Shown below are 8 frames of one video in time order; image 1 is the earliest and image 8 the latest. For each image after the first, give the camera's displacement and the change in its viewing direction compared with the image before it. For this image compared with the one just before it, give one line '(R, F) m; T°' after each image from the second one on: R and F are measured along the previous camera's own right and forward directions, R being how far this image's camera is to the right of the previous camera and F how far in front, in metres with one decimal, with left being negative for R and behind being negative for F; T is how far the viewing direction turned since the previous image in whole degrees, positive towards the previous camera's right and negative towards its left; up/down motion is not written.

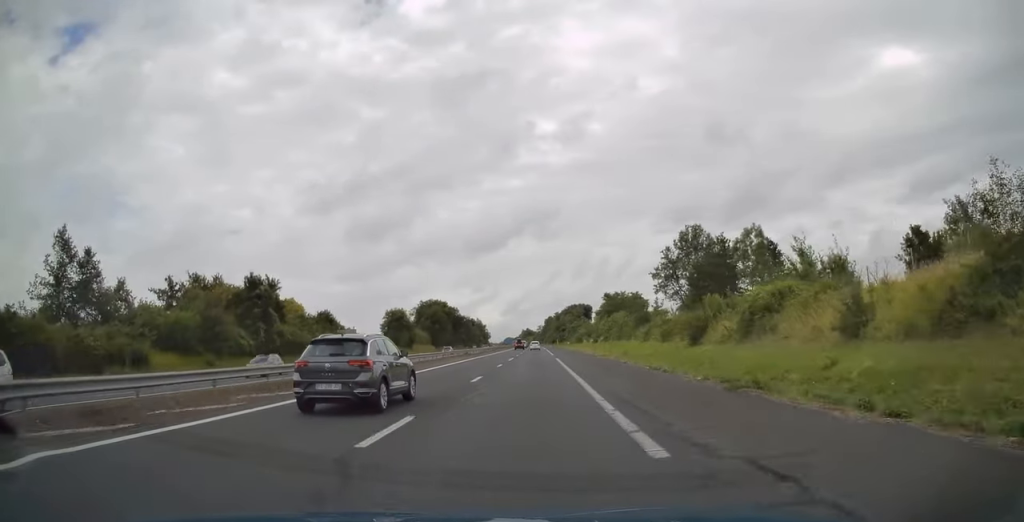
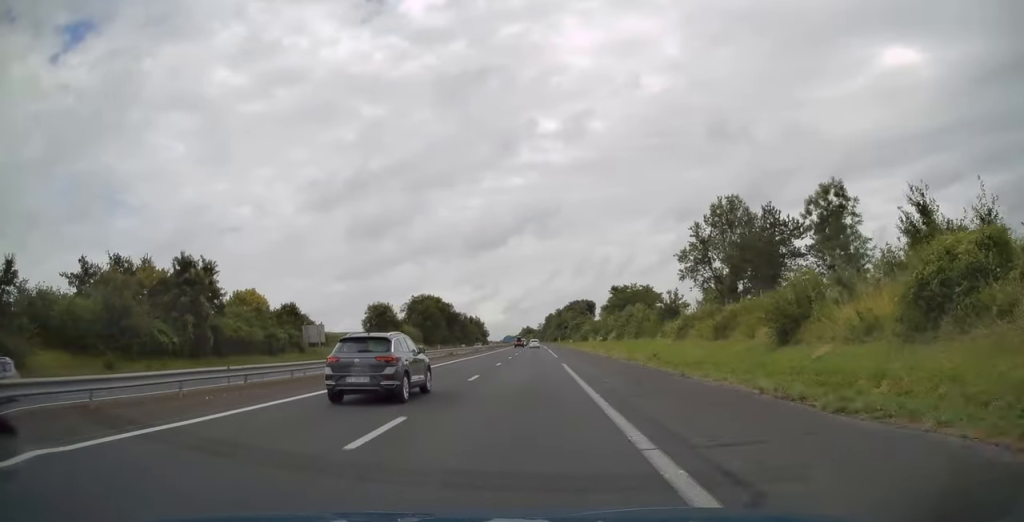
(0.0, +13.4) m; 0°
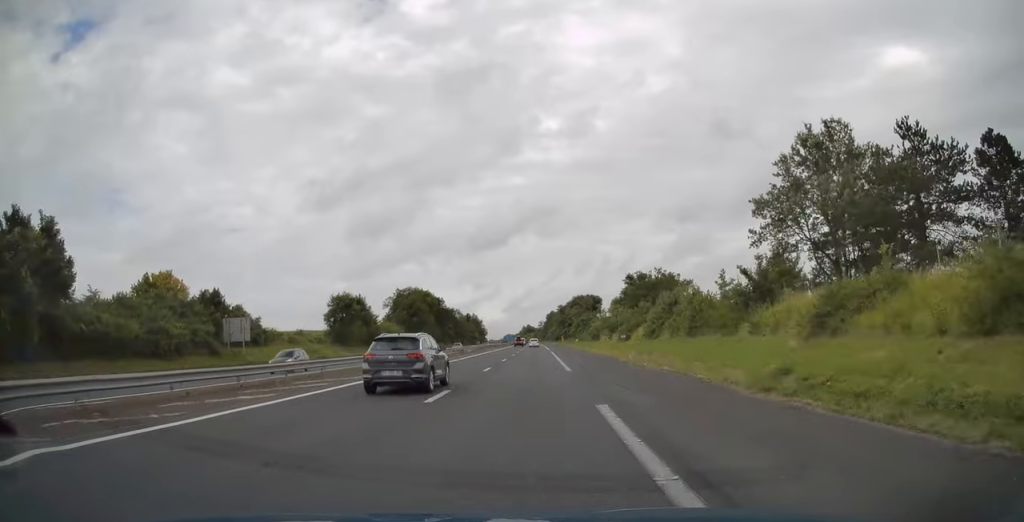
(0.0, +20.4) m; 0°
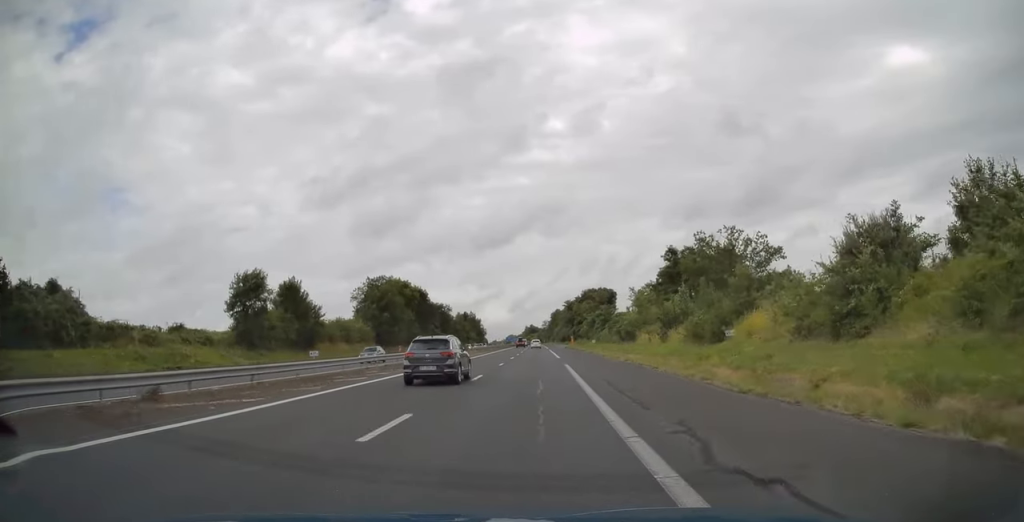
(-0.1, +31.2) m; 0°
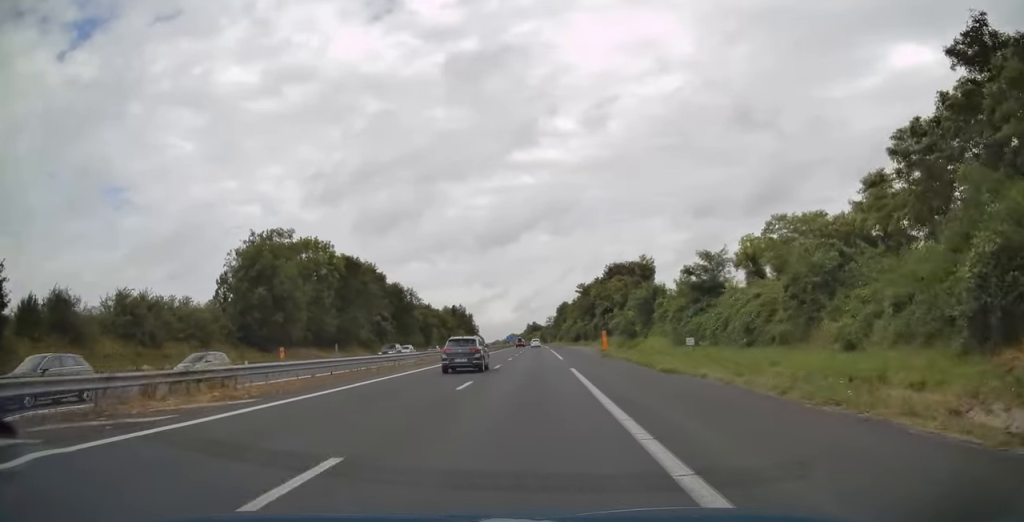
(-0.1, +56.7) m; 0°
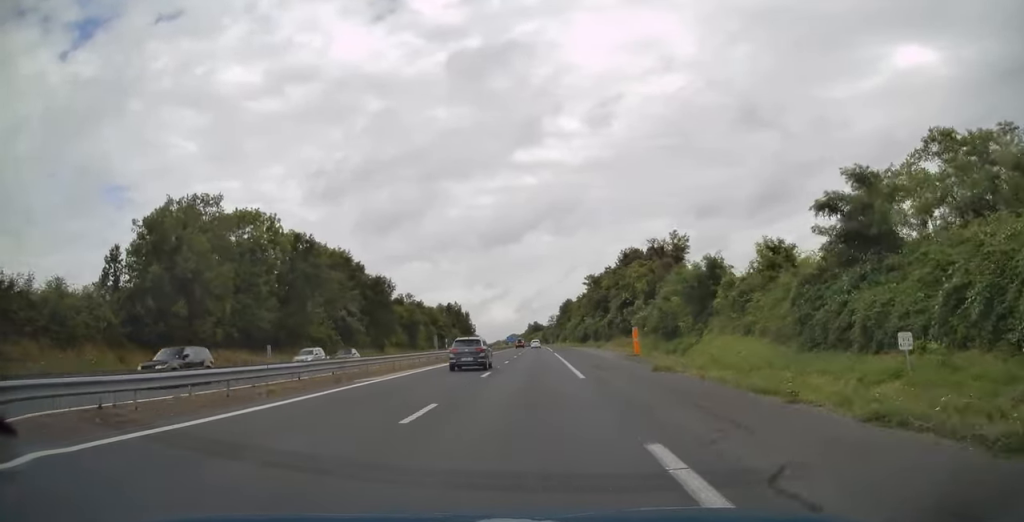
(-0.2, +20.0) m; 0°
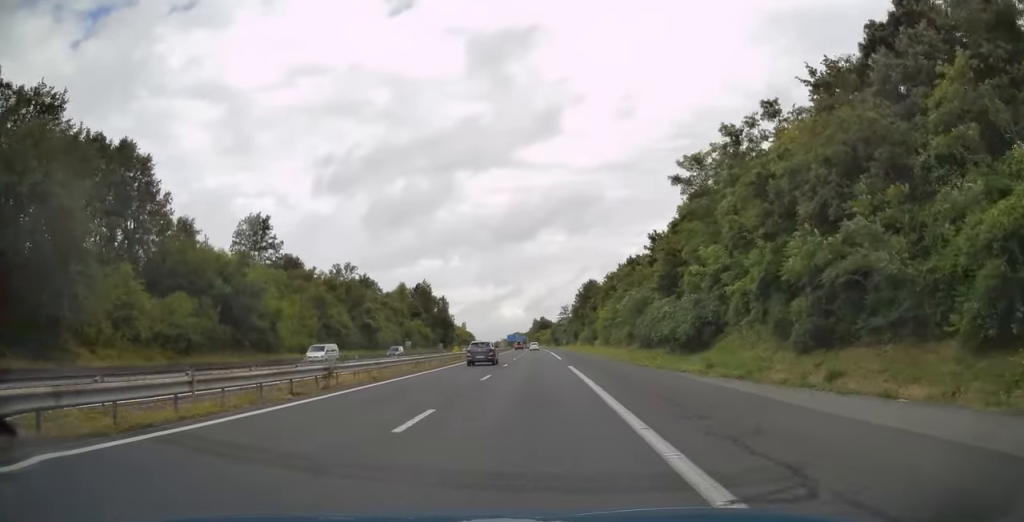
(-0.6, +80.4) m; -1°
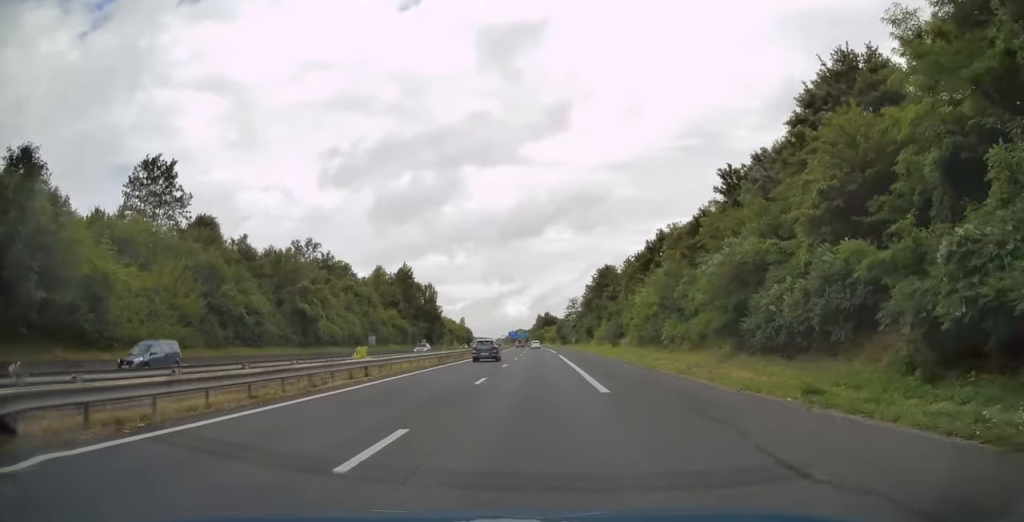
(0.0, +29.0) m; 0°
